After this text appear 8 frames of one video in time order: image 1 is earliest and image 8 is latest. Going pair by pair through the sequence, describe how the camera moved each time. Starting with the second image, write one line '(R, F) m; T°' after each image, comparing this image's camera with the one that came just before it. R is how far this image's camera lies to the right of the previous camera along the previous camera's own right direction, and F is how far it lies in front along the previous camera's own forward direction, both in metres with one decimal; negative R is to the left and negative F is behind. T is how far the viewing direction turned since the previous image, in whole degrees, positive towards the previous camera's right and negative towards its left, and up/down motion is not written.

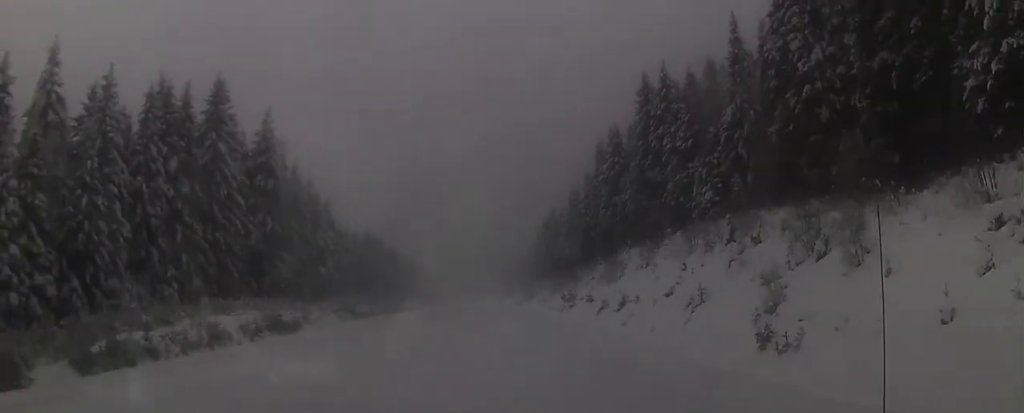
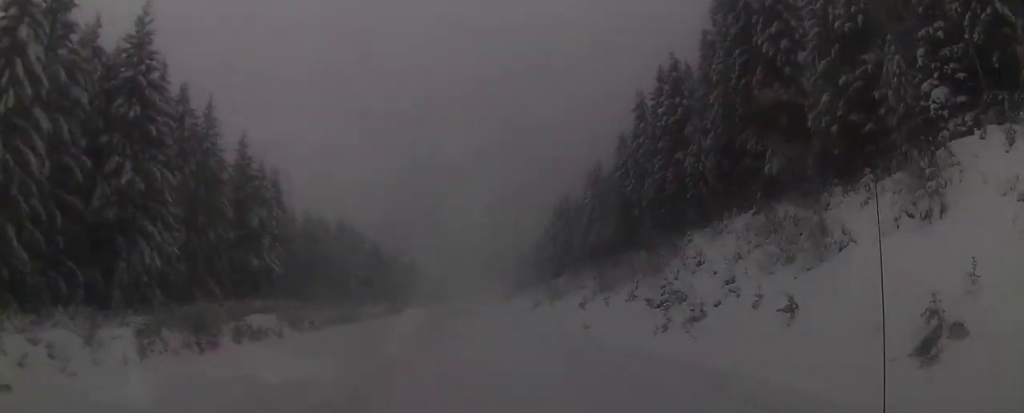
(+0.4, +40.6) m; +1°
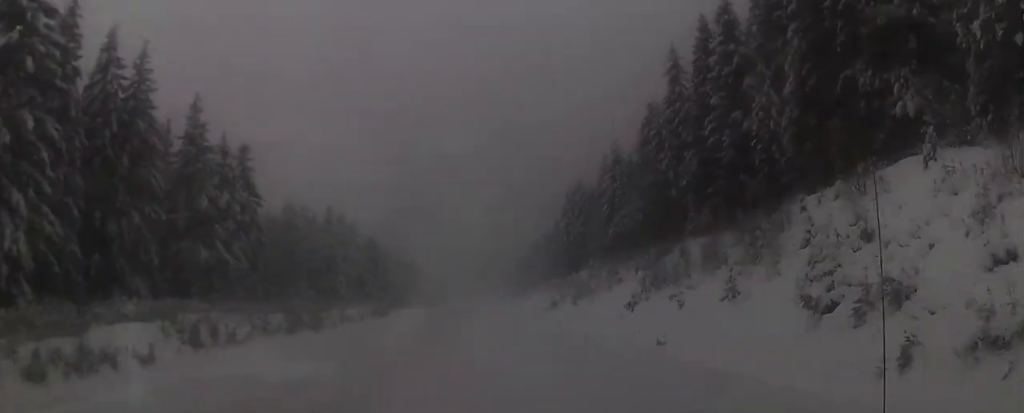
(-0.1, +19.3) m; 0°
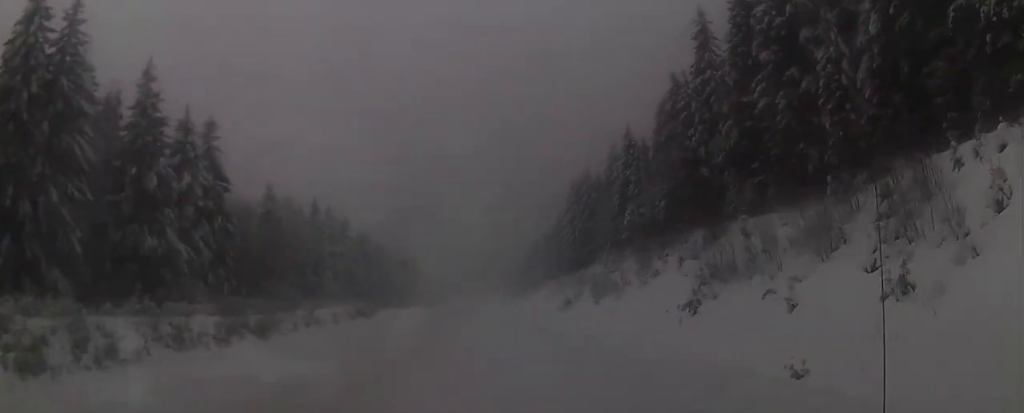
(+0.2, +13.3) m; -1°
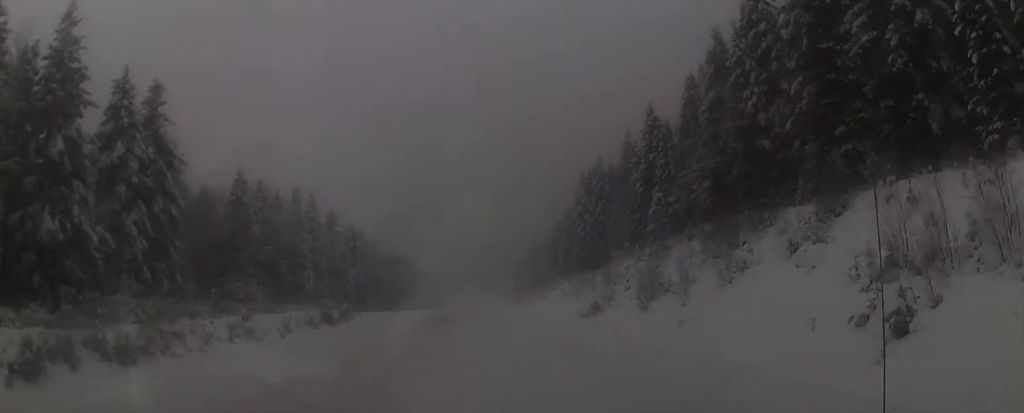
(-0.4, +17.0) m; 0°
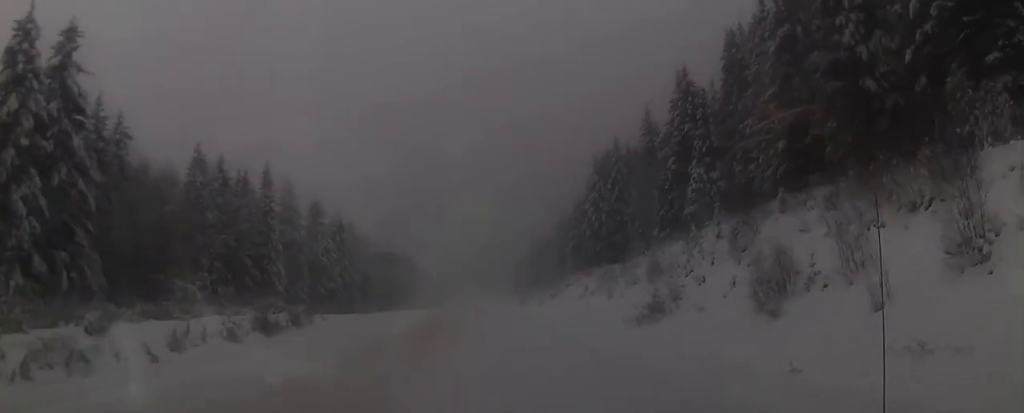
(+0.1, +18.5) m; +1°
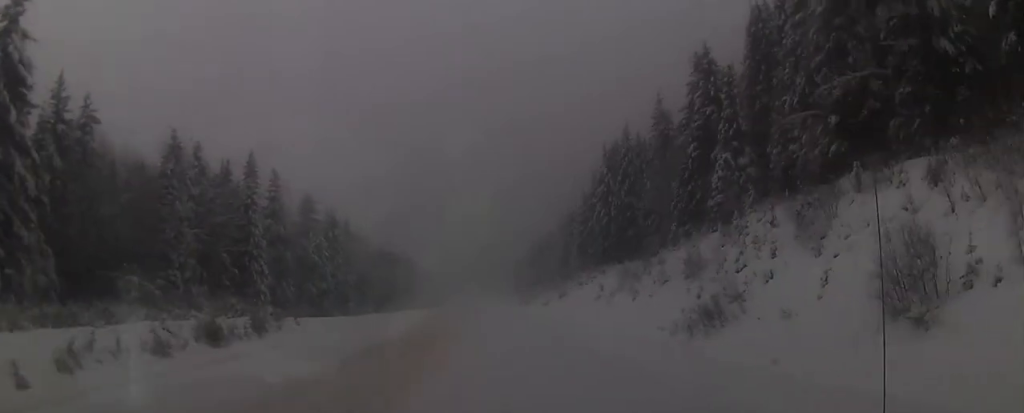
(+0.2, +8.9) m; +1°
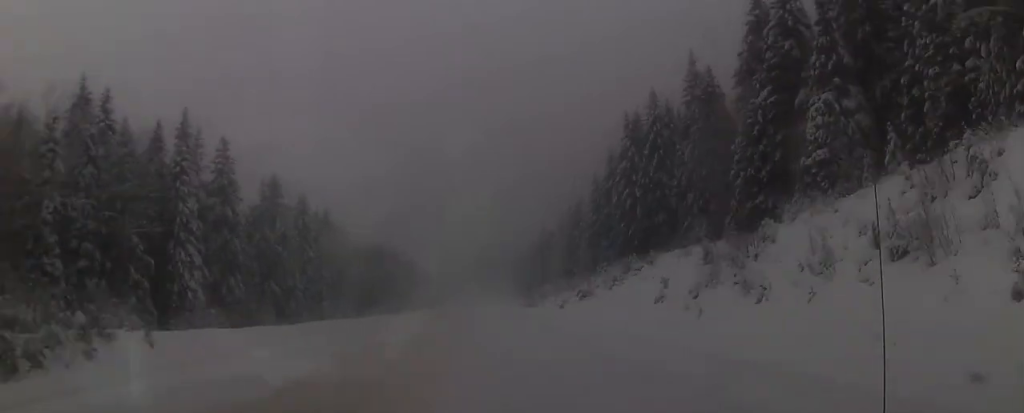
(0.0, +23.6) m; 0°
